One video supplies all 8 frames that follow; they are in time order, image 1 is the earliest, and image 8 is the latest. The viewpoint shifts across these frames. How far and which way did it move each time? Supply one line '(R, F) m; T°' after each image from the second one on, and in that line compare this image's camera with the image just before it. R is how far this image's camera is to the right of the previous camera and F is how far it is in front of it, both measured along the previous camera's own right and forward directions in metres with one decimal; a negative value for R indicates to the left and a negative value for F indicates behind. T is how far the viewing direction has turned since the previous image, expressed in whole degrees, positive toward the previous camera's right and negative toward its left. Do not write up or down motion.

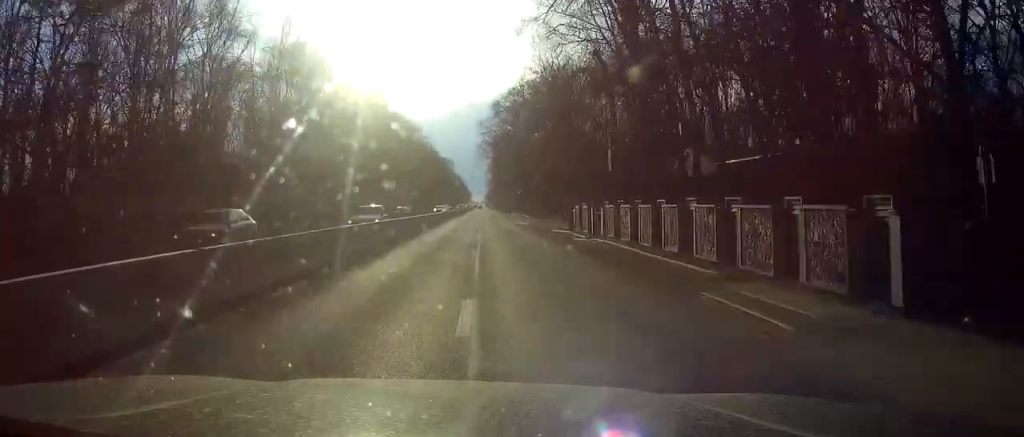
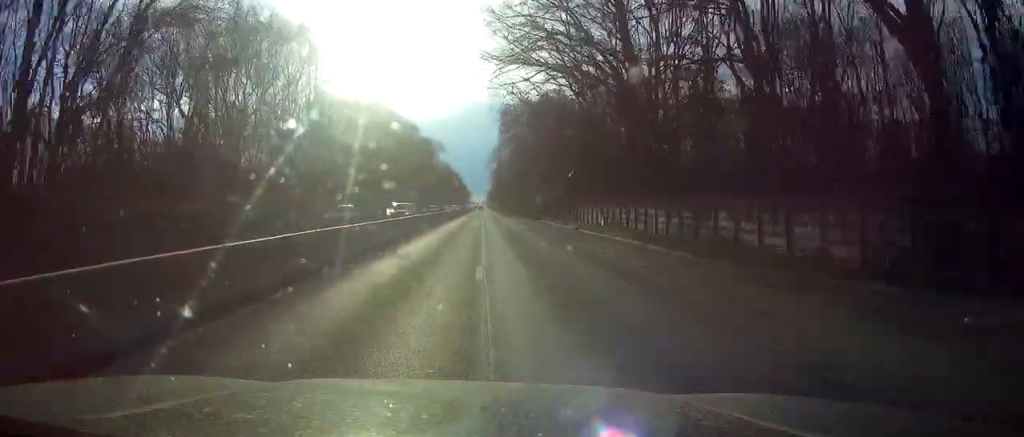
(-0.1, +79.5) m; 0°
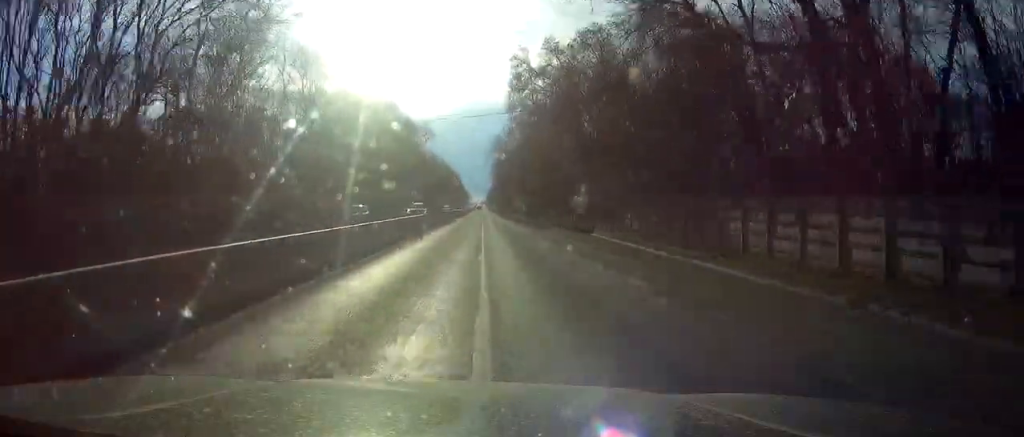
(0.0, +43.6) m; 0°
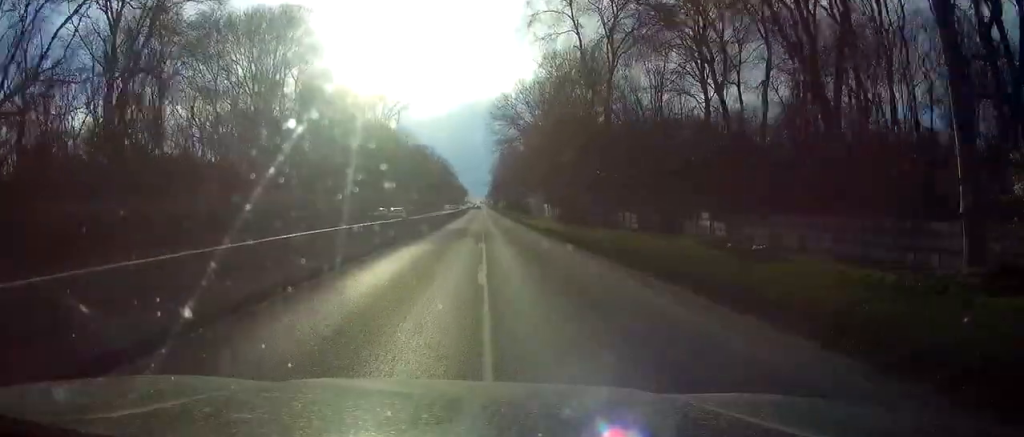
(0.0, +54.0) m; 0°
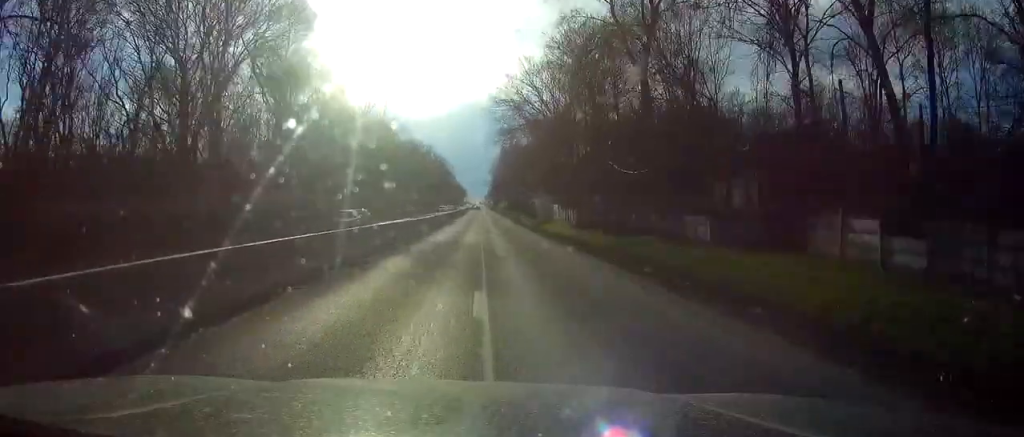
(0.0, +15.8) m; 0°
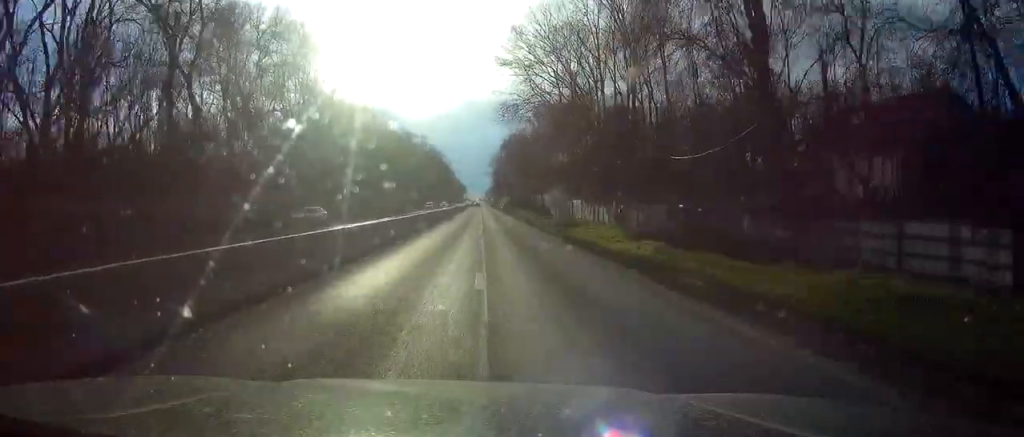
(+0.1, +21.2) m; 0°
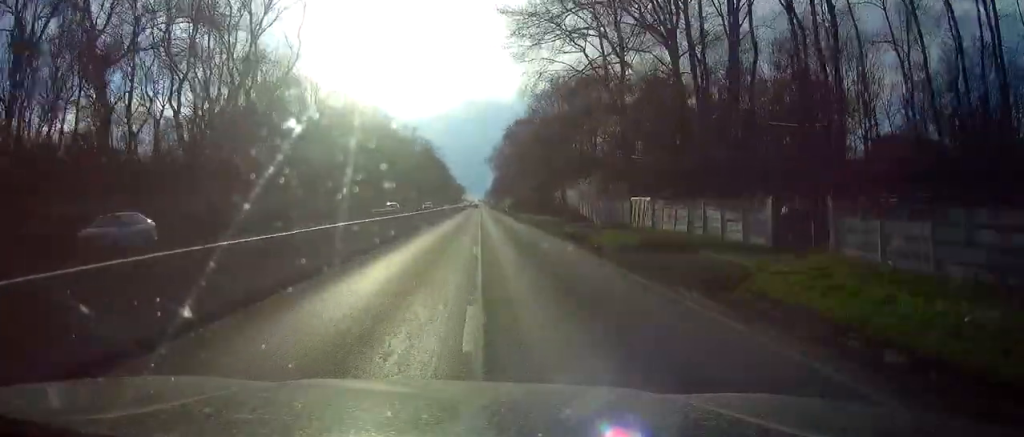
(0.0, +29.6) m; 0°
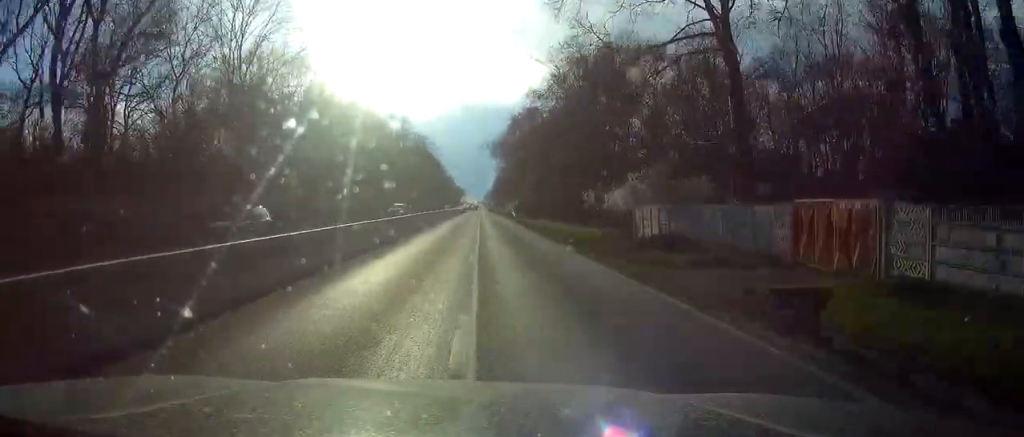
(0.0, +24.9) m; 0°
